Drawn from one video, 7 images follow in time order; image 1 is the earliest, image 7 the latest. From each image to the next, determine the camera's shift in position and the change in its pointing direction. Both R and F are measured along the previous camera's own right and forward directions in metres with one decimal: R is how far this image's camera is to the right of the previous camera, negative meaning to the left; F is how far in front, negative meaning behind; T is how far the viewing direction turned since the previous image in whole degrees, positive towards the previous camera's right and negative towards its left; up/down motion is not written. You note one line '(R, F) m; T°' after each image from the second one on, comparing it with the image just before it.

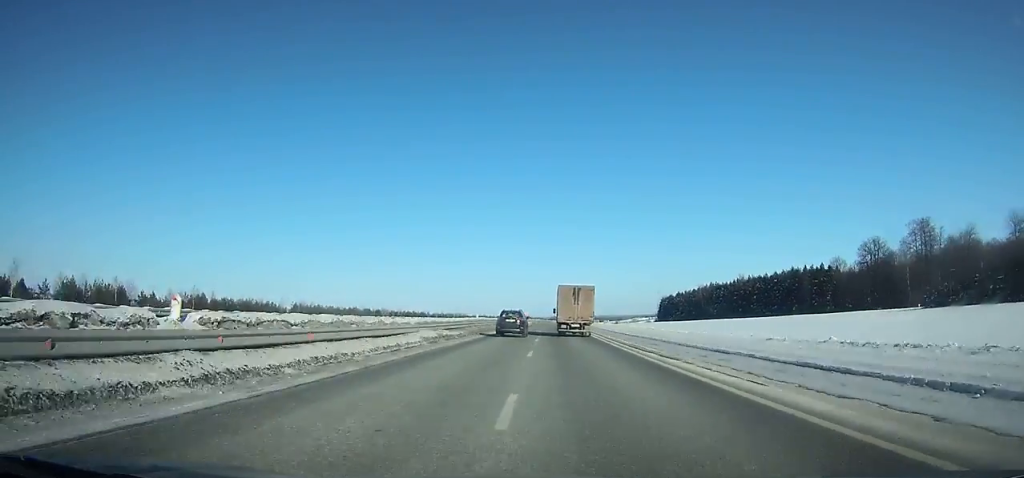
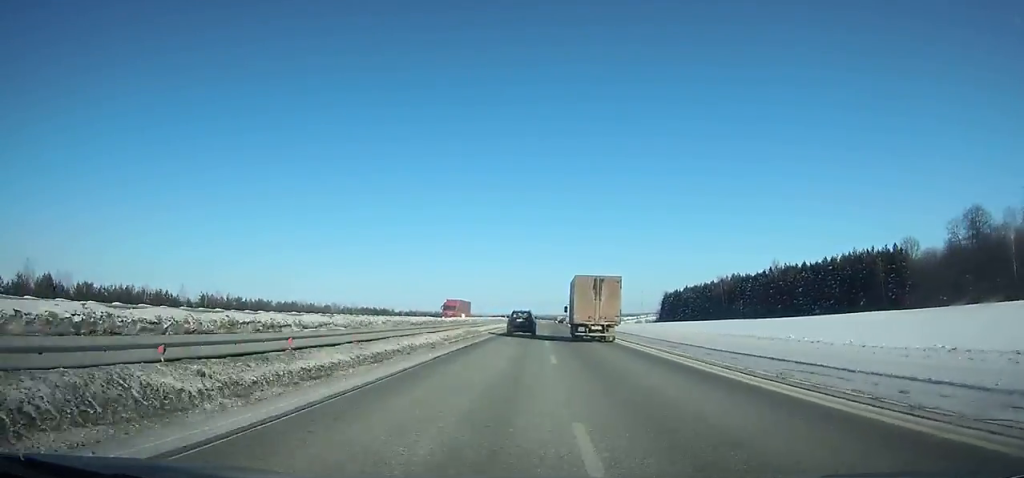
(-0.3, +52.2) m; +1°
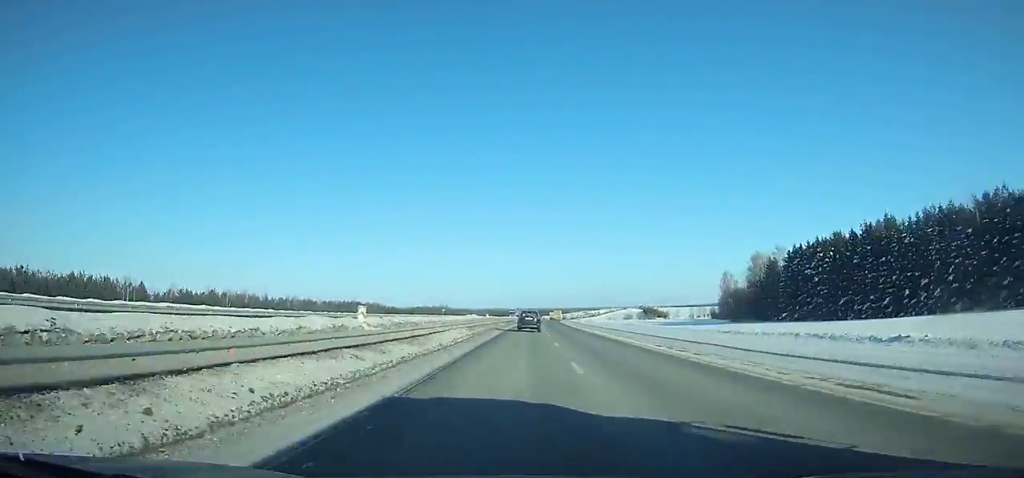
(+8.1, +186.9) m; +4°
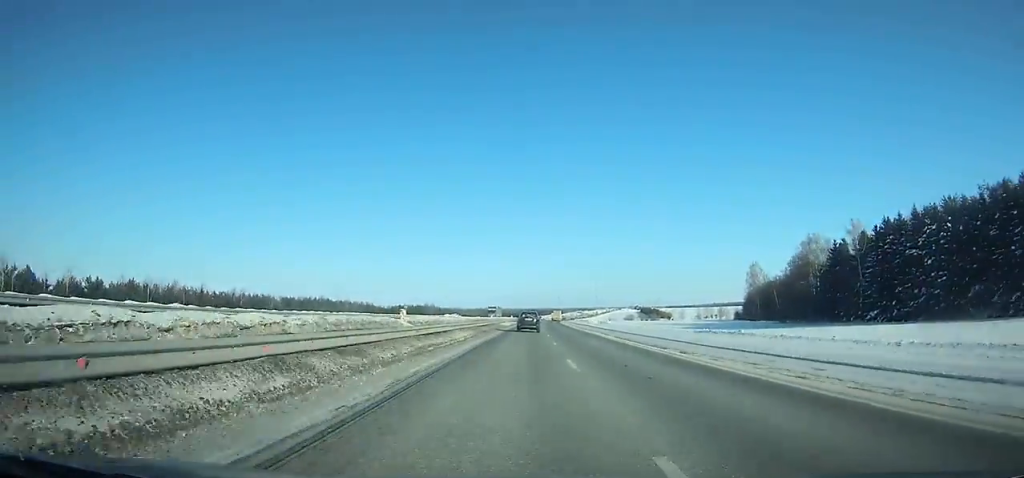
(+0.3, +34.7) m; +1°
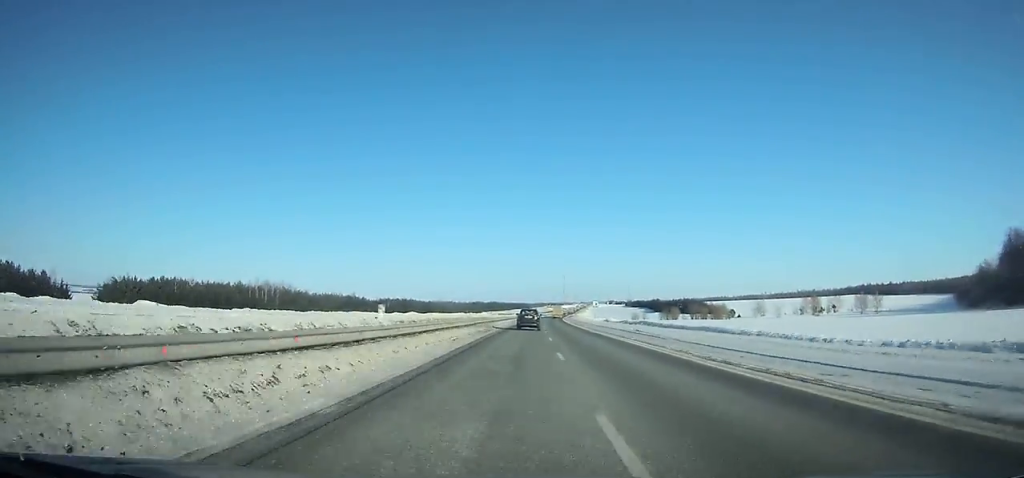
(+5.7, +200.2) m; +4°
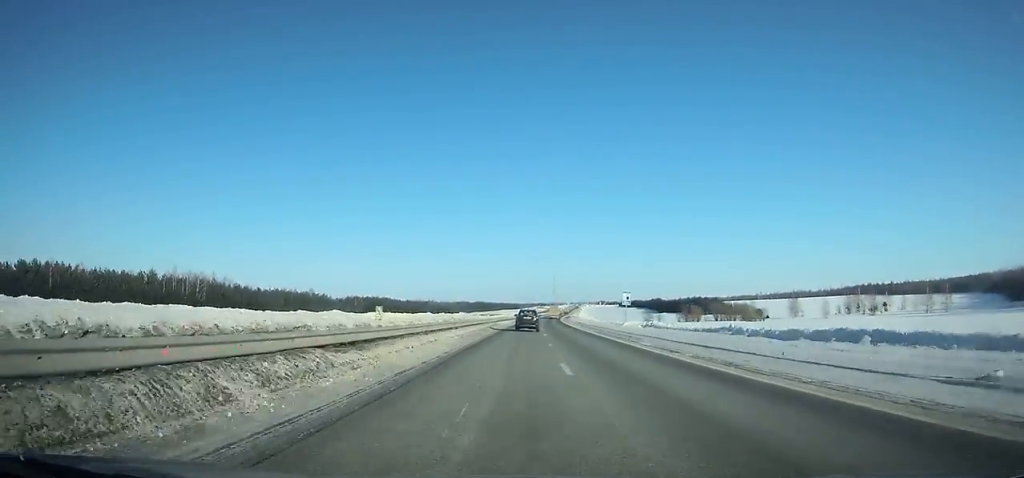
(+0.6, +39.8) m; +1°
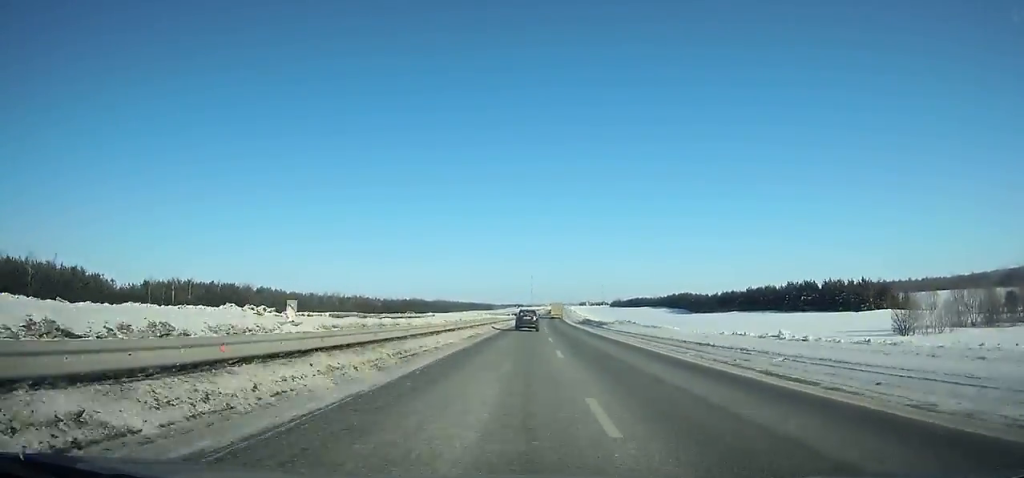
(+2.9, +125.4) m; +3°
